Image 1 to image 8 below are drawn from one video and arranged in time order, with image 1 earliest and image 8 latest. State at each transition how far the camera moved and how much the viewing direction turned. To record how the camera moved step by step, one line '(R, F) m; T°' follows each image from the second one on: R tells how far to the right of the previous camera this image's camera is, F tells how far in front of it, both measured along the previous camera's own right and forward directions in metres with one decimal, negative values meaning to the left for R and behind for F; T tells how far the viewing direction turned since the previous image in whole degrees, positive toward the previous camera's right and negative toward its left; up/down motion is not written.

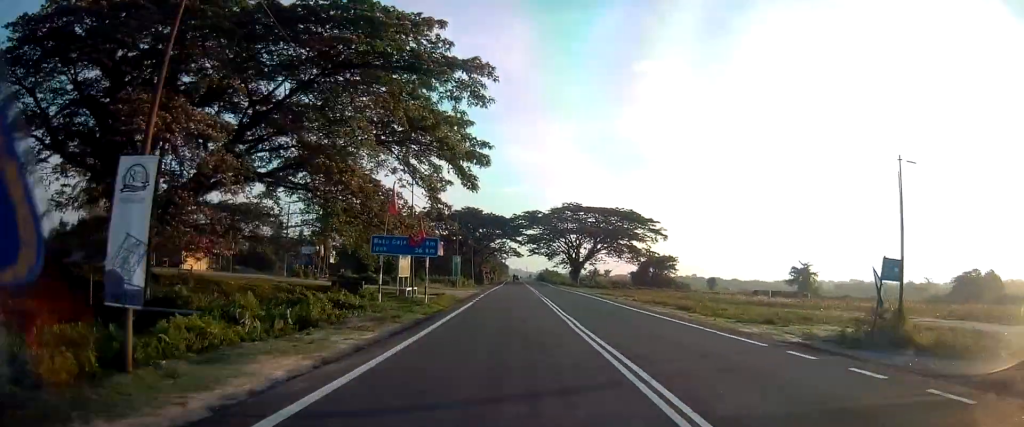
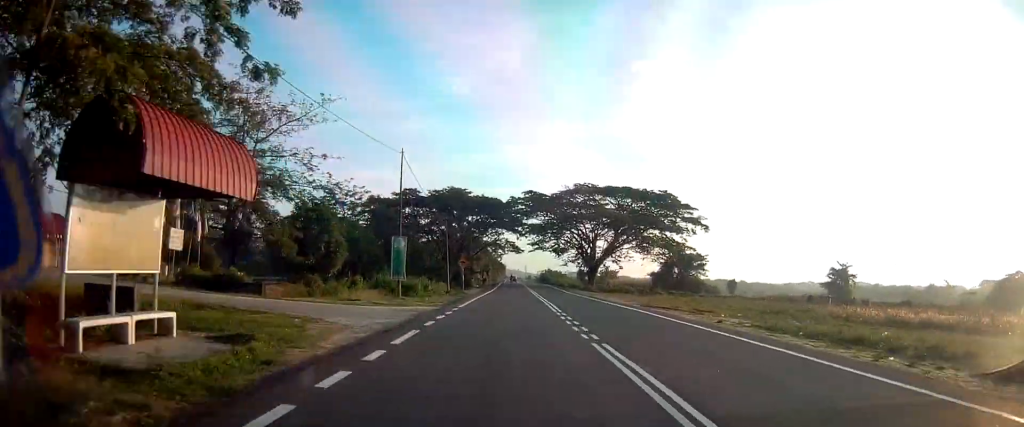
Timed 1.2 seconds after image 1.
(-0.1, +23.3) m; 0°
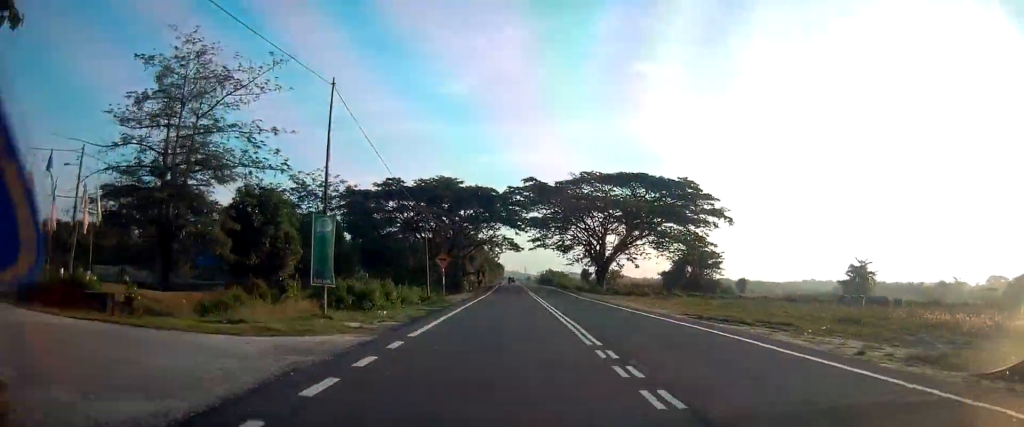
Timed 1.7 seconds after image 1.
(-0.2, +9.8) m; +1°
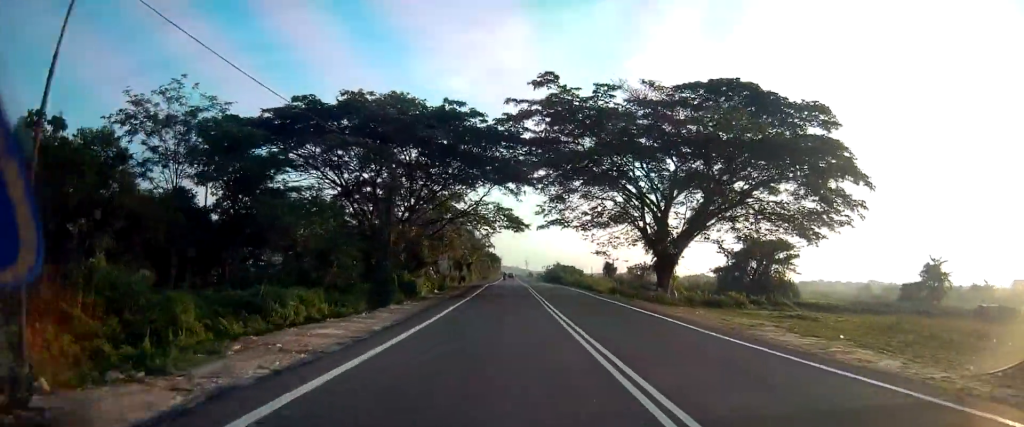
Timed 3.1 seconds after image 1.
(+0.5, +30.4) m; -1°
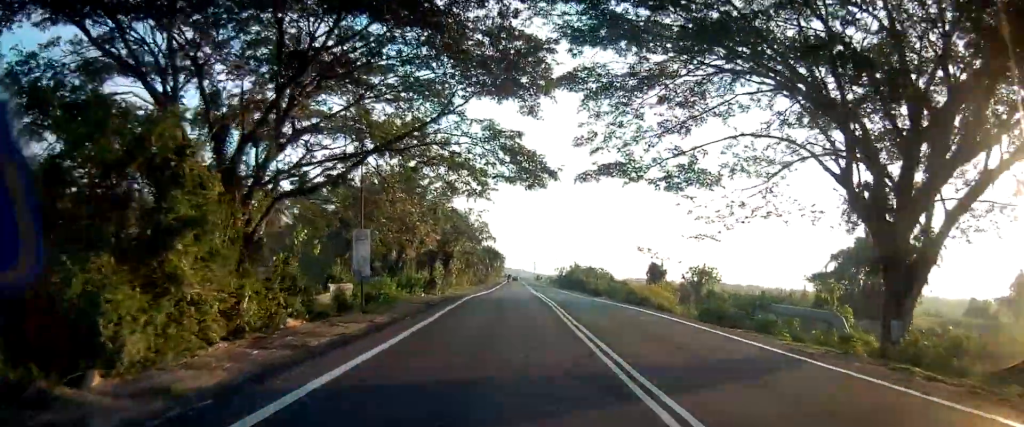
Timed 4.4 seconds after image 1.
(-0.7, +26.8) m; -1°
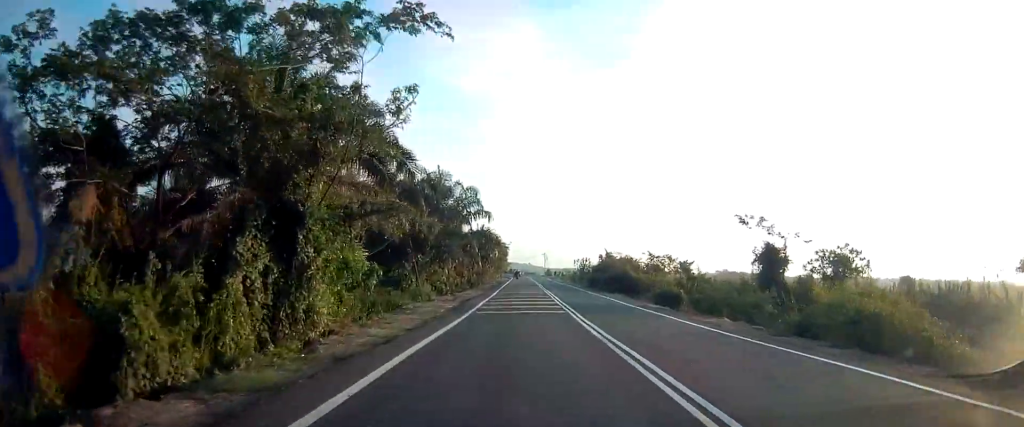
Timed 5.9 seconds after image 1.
(+0.1, +28.9) m; 0°
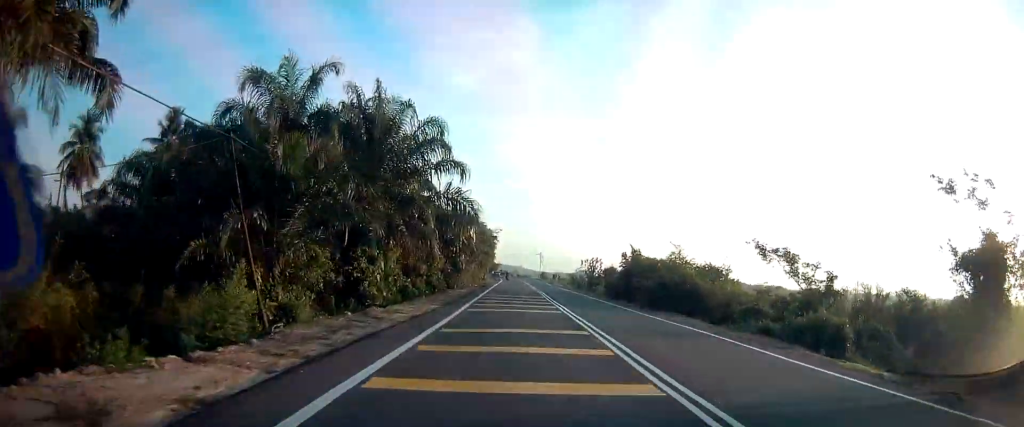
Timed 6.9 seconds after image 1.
(0.0, +20.3) m; 0°
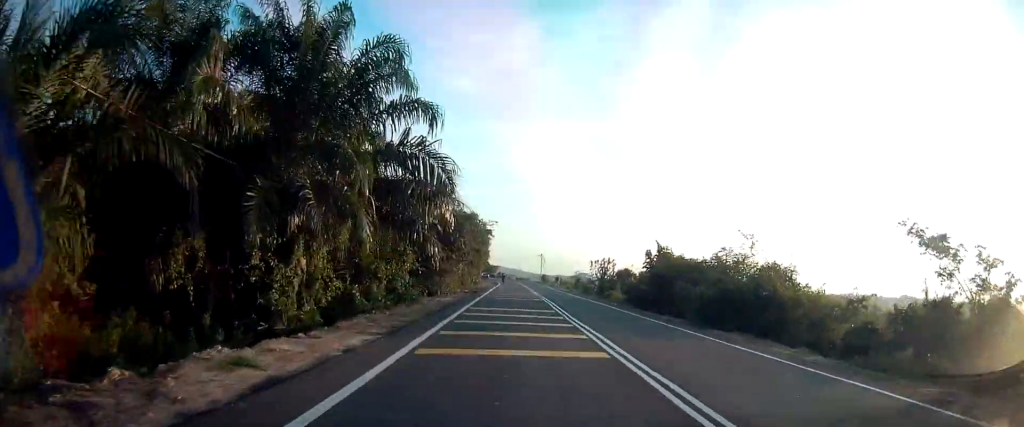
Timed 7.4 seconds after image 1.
(0.0, +10.0) m; 0°
